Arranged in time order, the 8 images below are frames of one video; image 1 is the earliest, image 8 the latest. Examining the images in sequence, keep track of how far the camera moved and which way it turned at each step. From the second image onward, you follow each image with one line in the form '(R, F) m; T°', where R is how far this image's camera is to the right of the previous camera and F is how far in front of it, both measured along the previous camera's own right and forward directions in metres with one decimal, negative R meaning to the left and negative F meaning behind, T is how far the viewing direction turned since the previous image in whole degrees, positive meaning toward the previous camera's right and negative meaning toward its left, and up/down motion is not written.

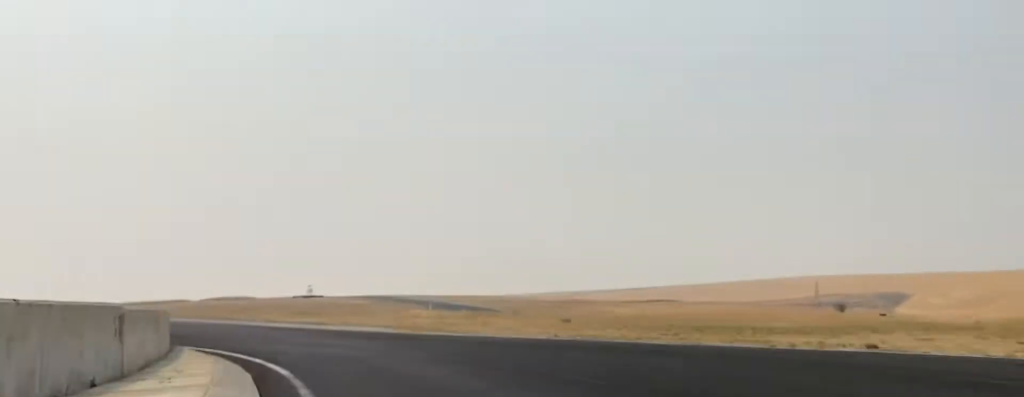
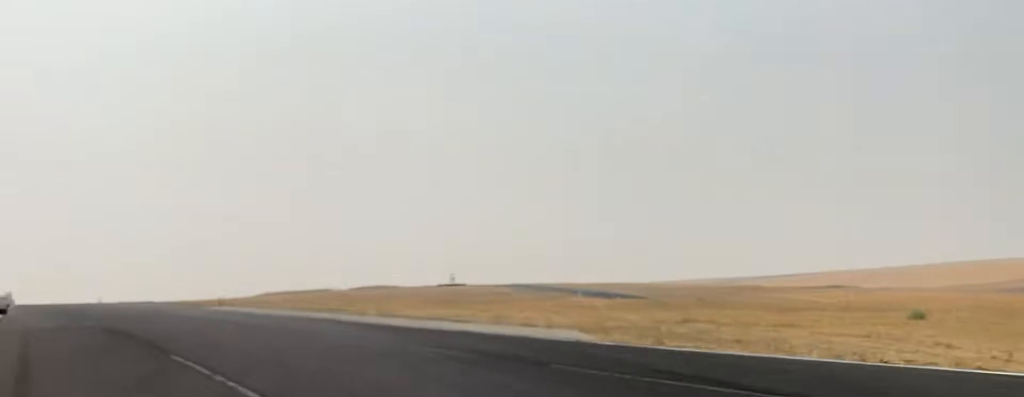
(-1.5, +20.0) m; -12°
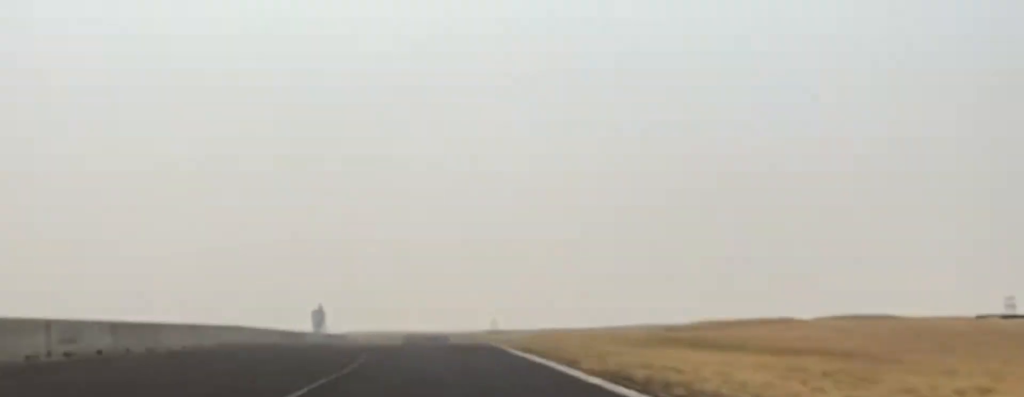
(-30.3, +89.0) m; -22°
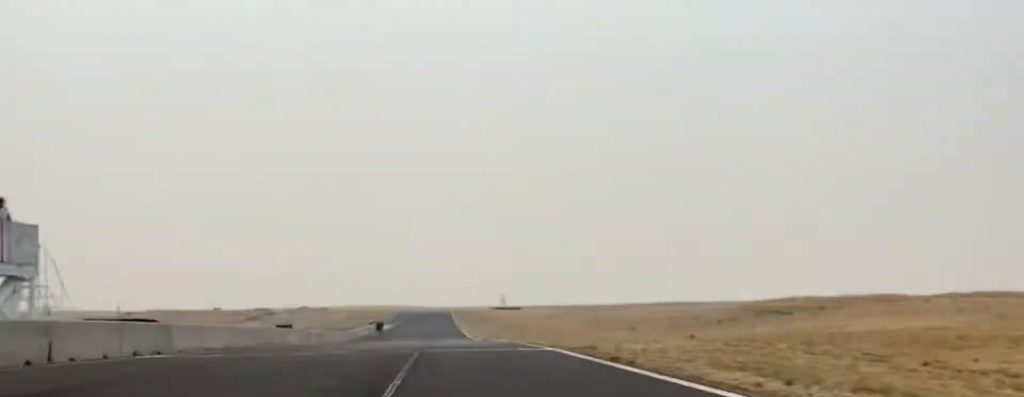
(+2.5, +53.6) m; +5°
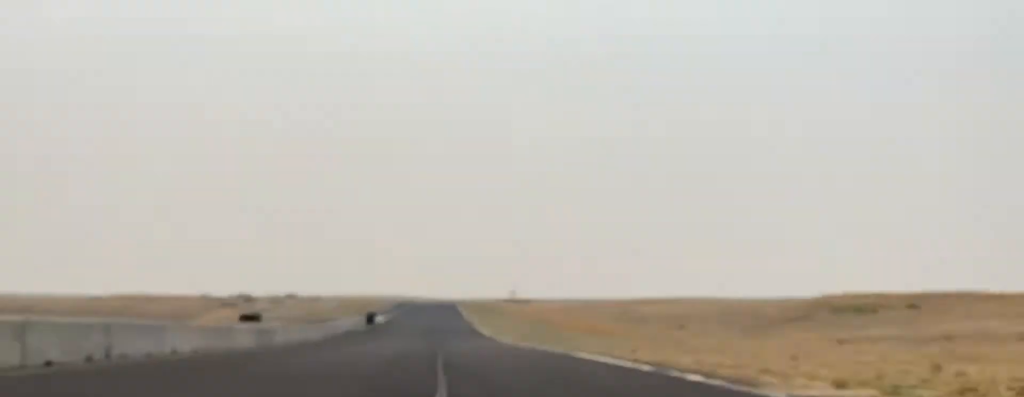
(+0.3, +22.9) m; +1°
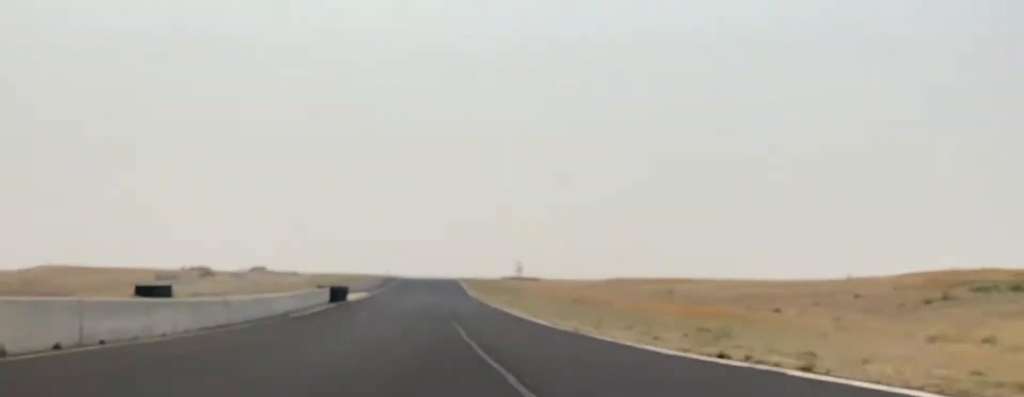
(+0.1, +31.7) m; +1°
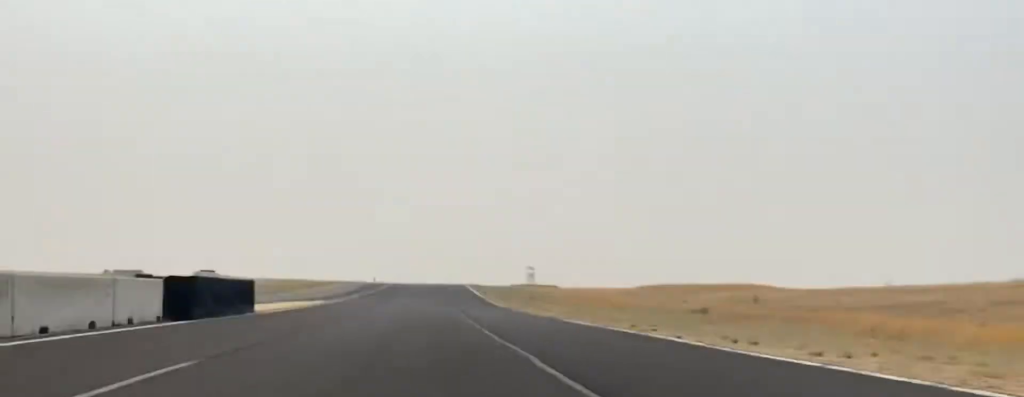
(+0.2, +36.2) m; 0°
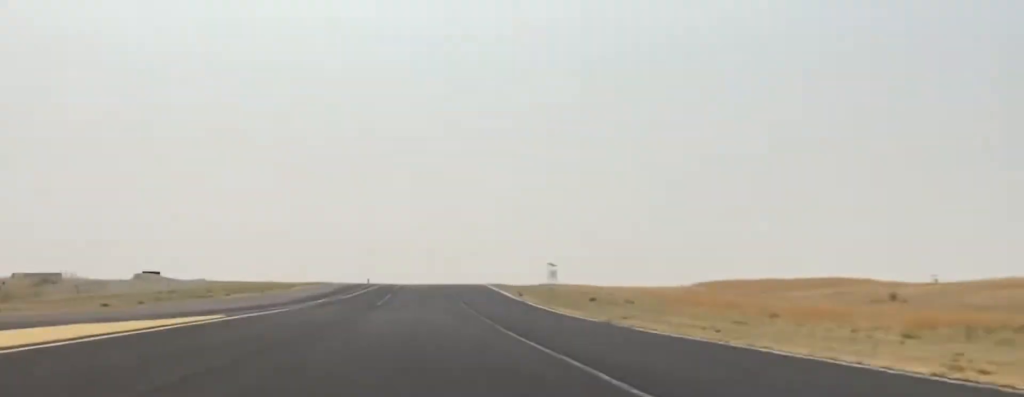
(+0.1, +27.4) m; 0°
